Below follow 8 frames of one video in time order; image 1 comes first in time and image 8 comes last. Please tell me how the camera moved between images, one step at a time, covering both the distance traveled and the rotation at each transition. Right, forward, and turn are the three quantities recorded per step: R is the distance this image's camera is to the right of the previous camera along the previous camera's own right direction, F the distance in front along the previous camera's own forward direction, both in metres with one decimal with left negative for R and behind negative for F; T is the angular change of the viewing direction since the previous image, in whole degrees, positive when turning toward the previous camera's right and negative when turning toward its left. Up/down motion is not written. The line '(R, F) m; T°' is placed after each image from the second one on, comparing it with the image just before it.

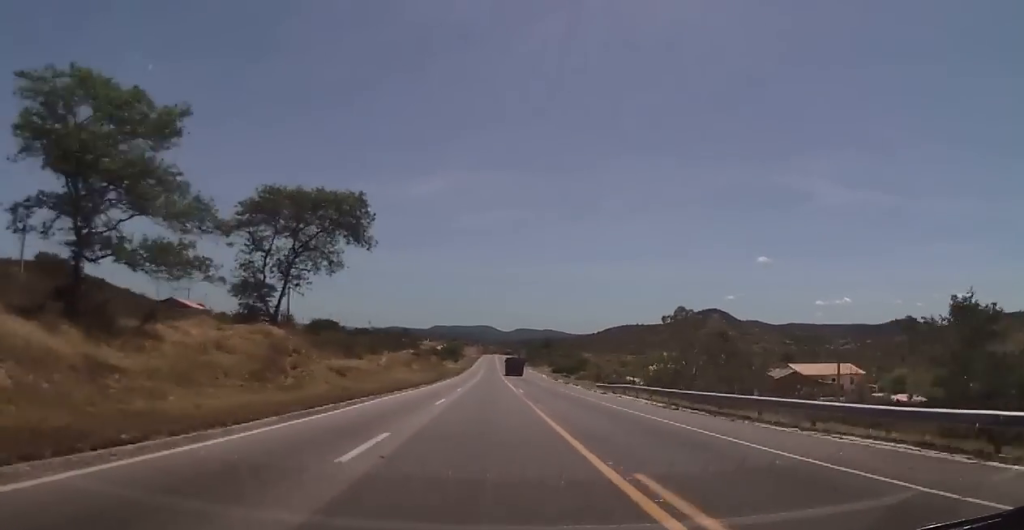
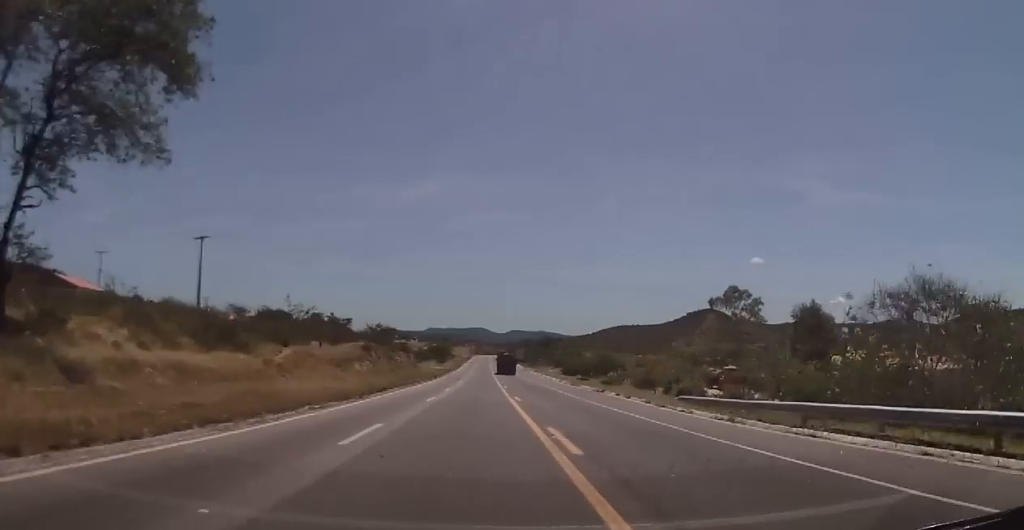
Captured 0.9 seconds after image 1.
(-0.1, +28.9) m; +1°
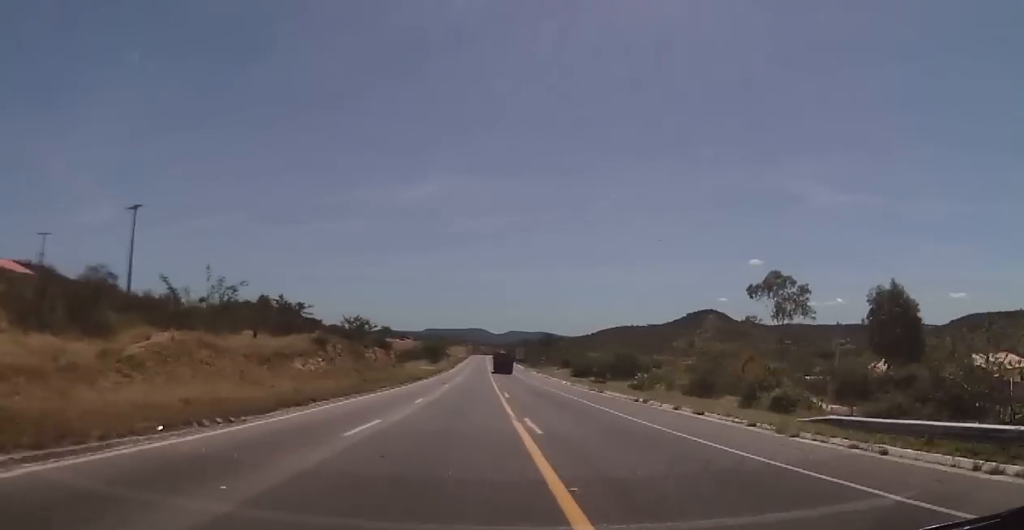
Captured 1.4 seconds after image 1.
(0.0, +14.3) m; 0°
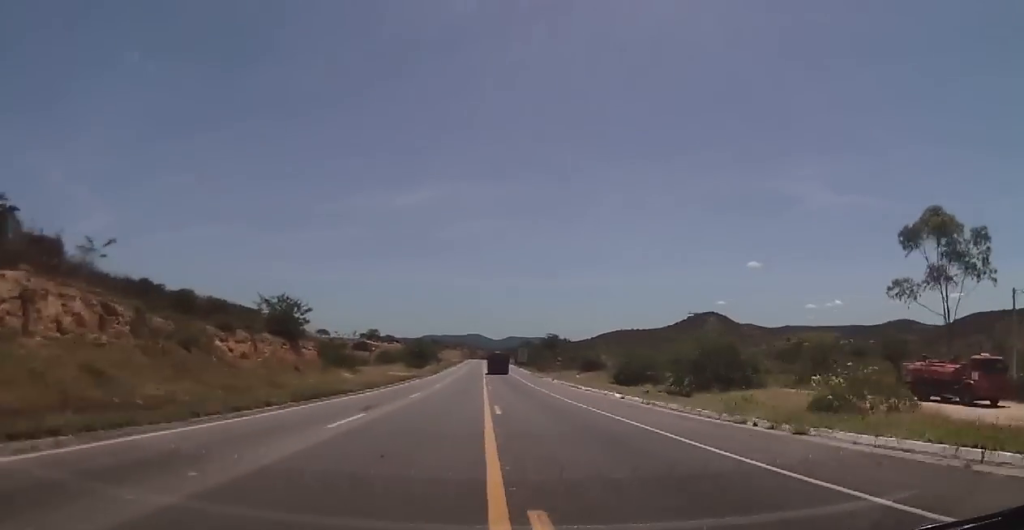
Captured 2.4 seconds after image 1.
(+0.4, +30.5) m; +1°
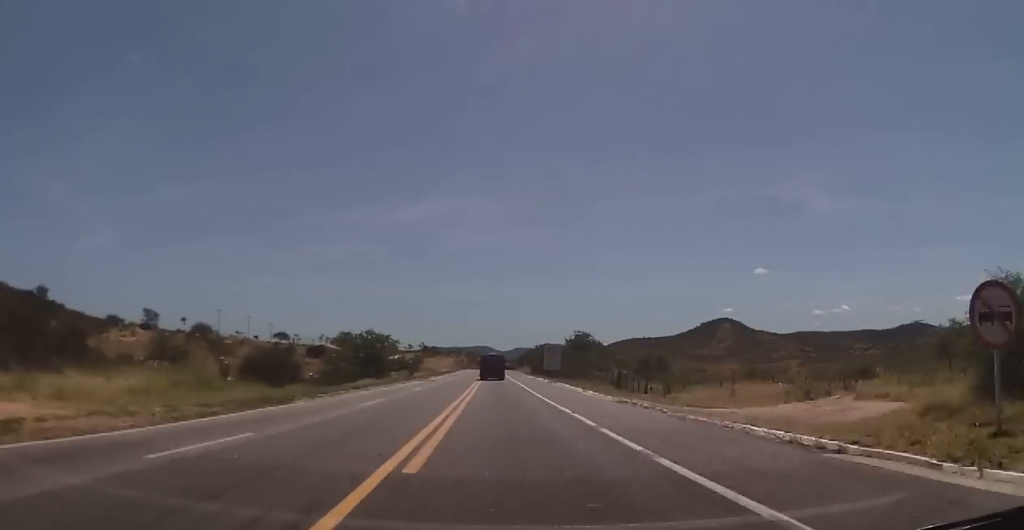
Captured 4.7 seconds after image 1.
(-0.6, +69.6) m; -1°
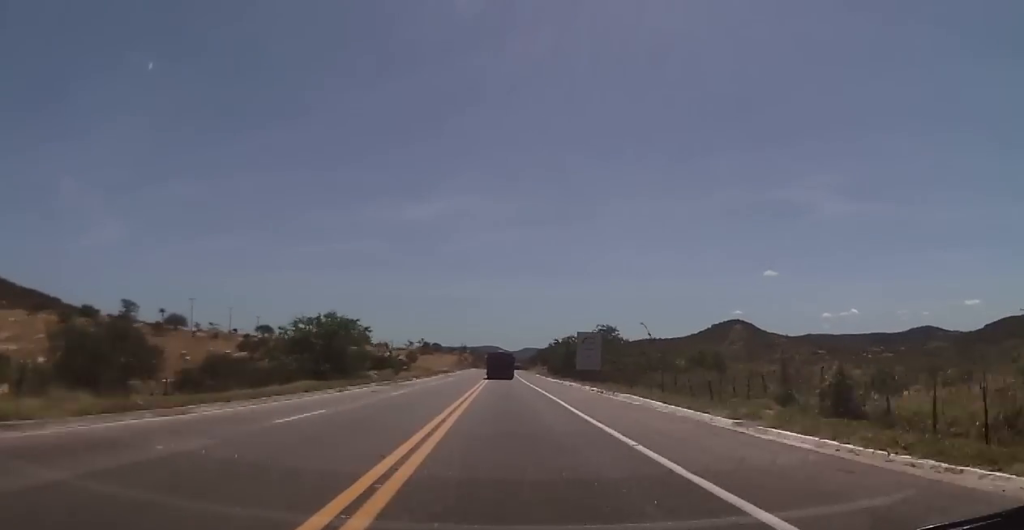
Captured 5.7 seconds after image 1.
(0.0, +27.1) m; 0°
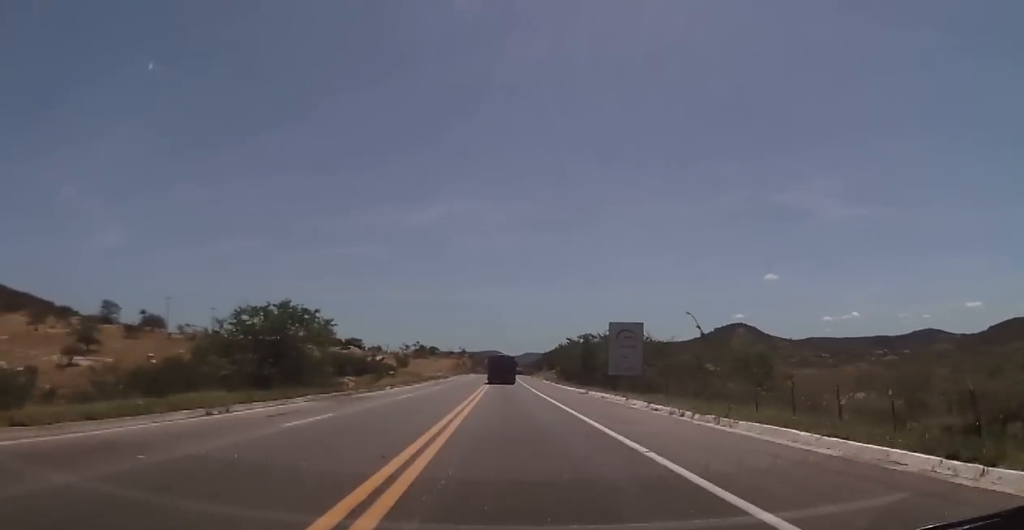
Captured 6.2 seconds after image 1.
(+0.2, +16.3) m; +1°
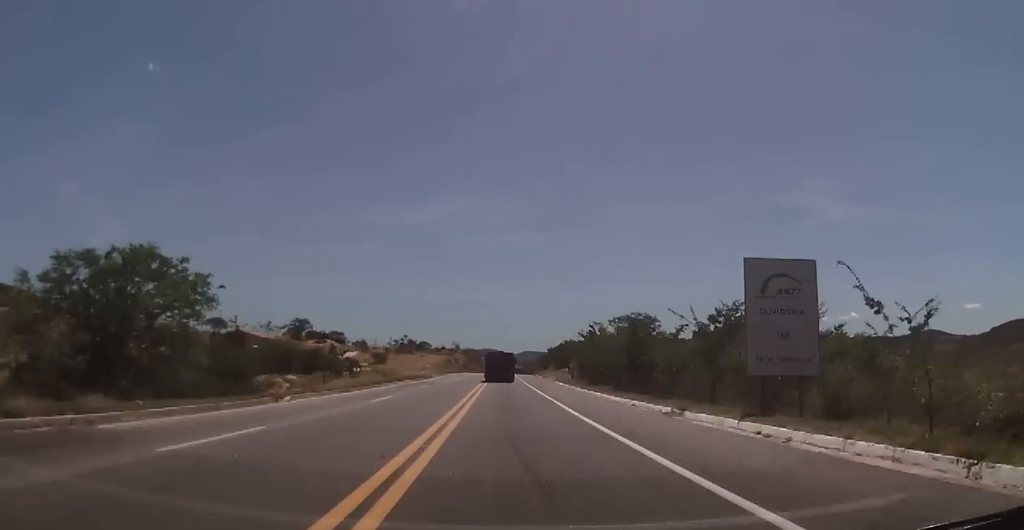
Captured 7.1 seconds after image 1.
(0.0, +23.3) m; -1°
